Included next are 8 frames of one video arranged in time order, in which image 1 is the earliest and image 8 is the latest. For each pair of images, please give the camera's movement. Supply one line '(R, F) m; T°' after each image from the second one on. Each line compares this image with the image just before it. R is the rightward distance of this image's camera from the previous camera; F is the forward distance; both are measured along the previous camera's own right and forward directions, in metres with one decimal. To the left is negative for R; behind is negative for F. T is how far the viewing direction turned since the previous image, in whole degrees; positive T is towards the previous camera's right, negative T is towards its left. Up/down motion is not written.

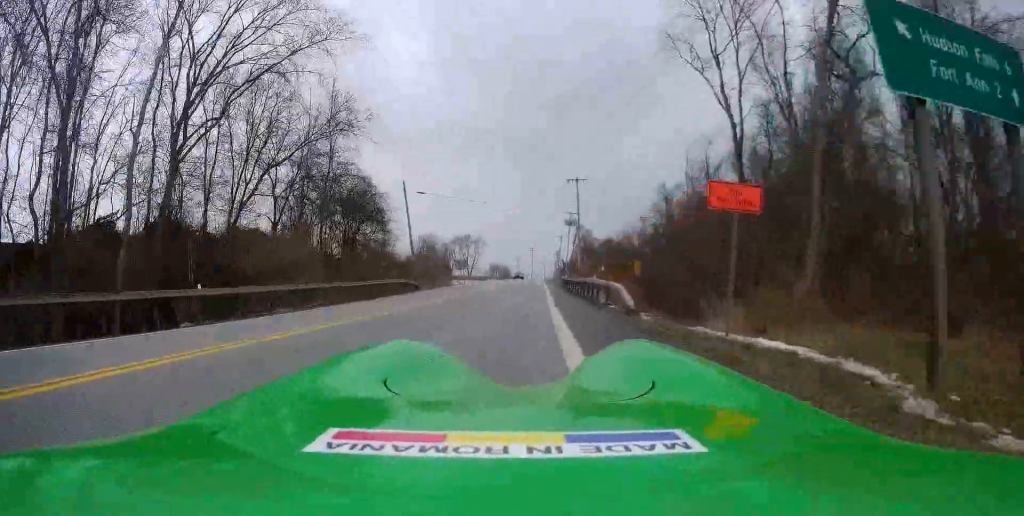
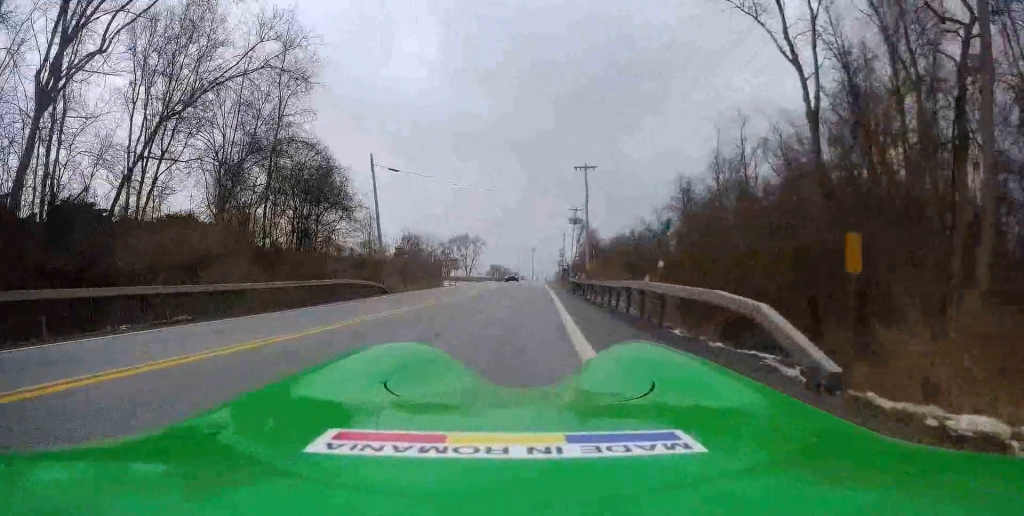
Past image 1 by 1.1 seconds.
(0.0, +8.5) m; +2°
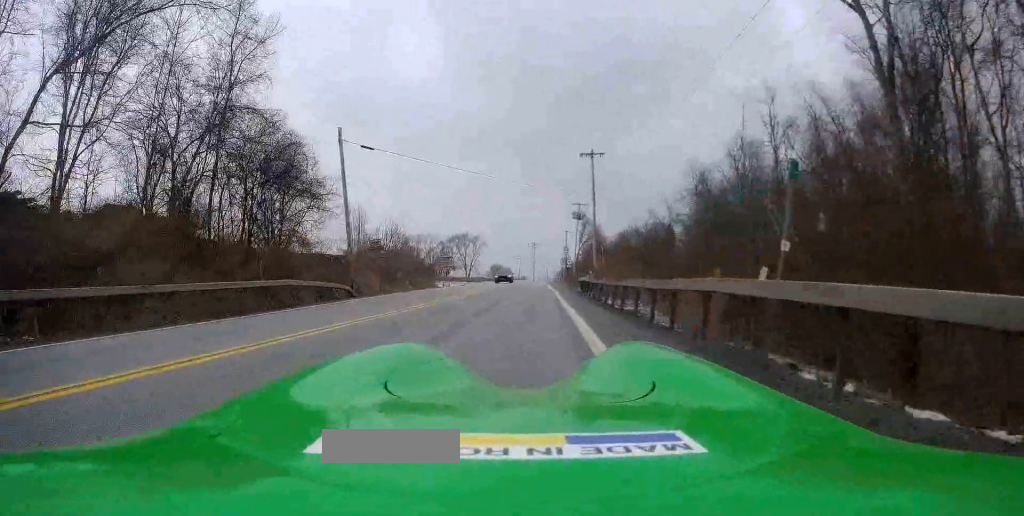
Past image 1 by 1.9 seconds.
(+0.1, +5.2) m; 0°
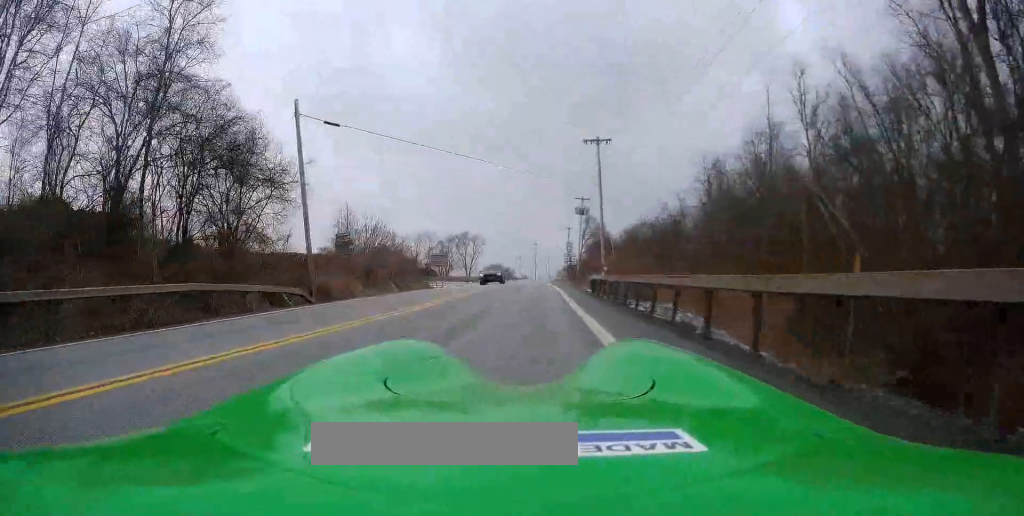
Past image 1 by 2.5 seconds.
(0.0, +4.5) m; -2°
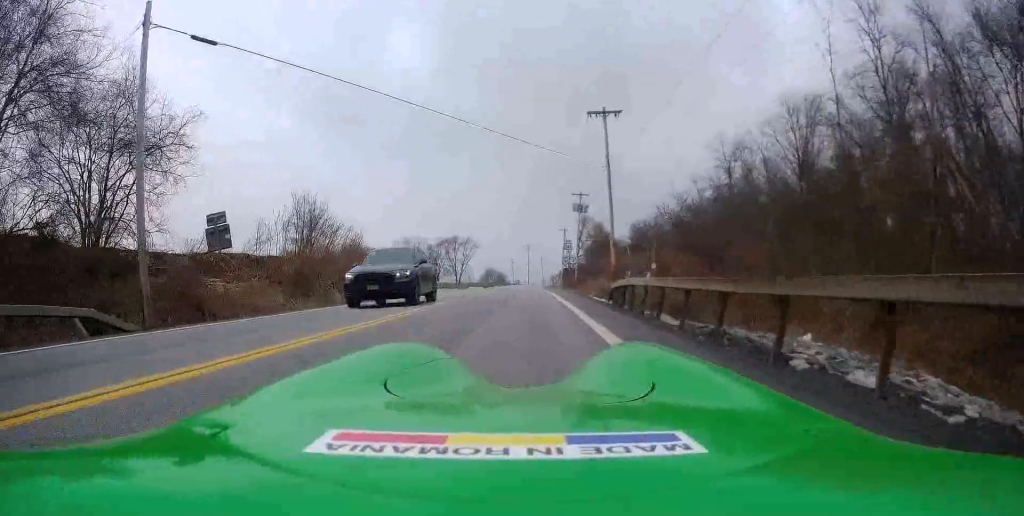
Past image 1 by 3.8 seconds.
(-0.4, +7.8) m; -4°
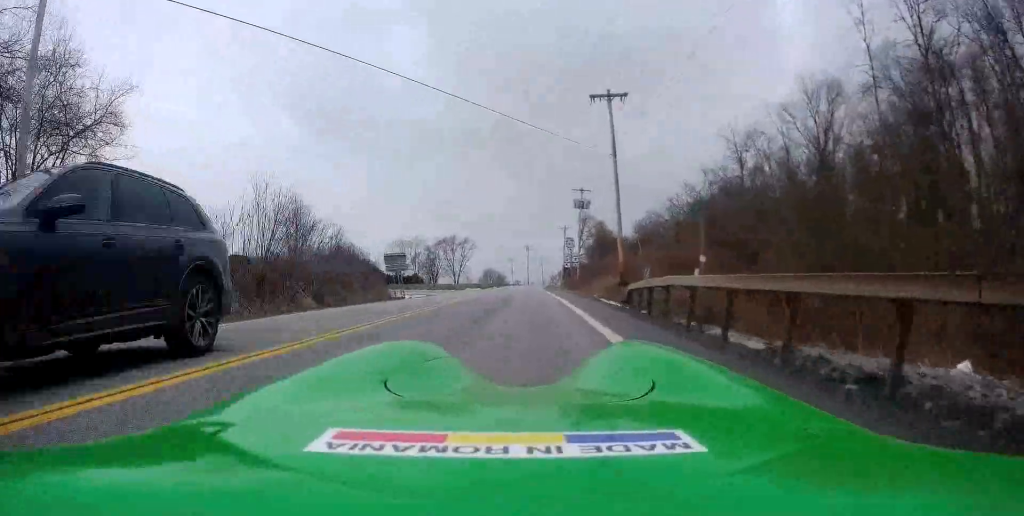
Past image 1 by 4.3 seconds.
(-0.1, +3.1) m; 0°
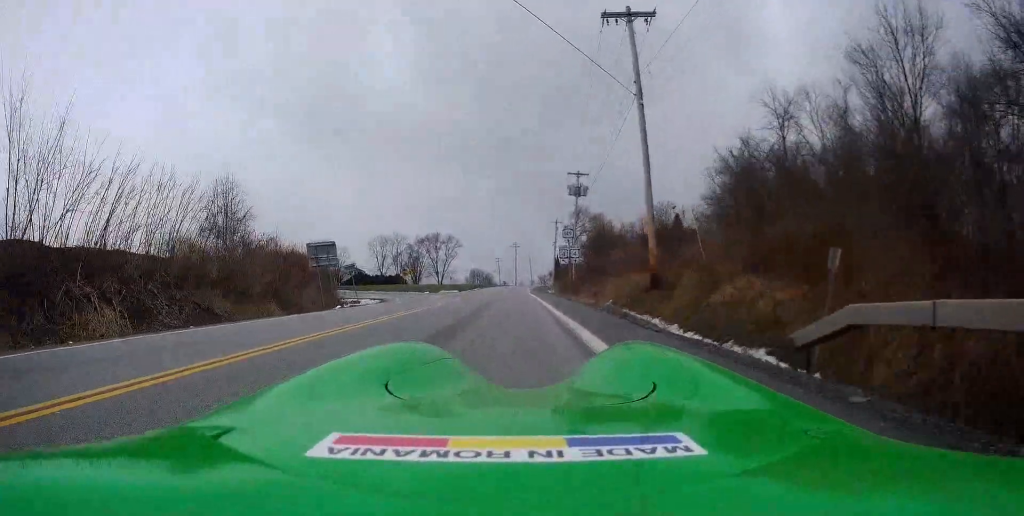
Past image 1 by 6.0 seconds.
(+0.4, +11.1) m; +6°
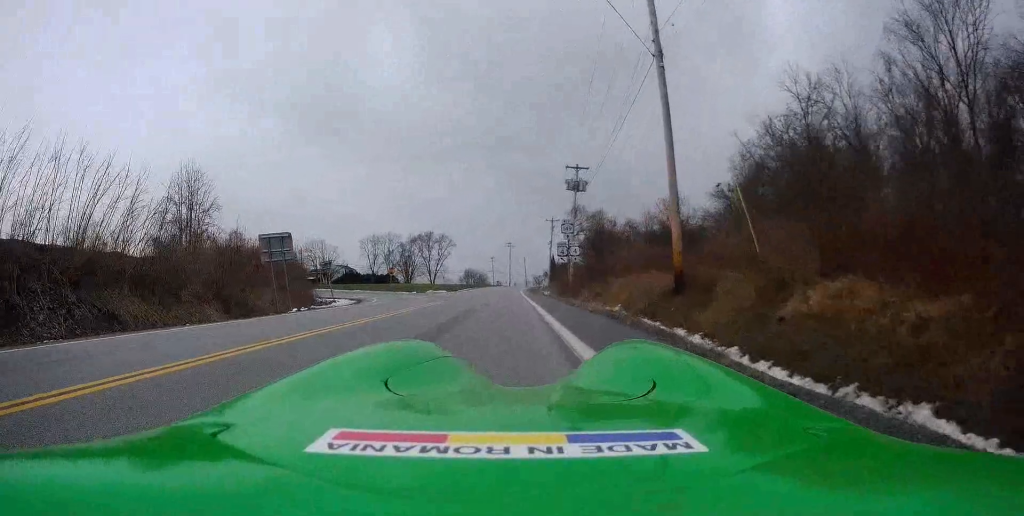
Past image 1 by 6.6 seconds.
(+0.1, +4.6) m; +3°
